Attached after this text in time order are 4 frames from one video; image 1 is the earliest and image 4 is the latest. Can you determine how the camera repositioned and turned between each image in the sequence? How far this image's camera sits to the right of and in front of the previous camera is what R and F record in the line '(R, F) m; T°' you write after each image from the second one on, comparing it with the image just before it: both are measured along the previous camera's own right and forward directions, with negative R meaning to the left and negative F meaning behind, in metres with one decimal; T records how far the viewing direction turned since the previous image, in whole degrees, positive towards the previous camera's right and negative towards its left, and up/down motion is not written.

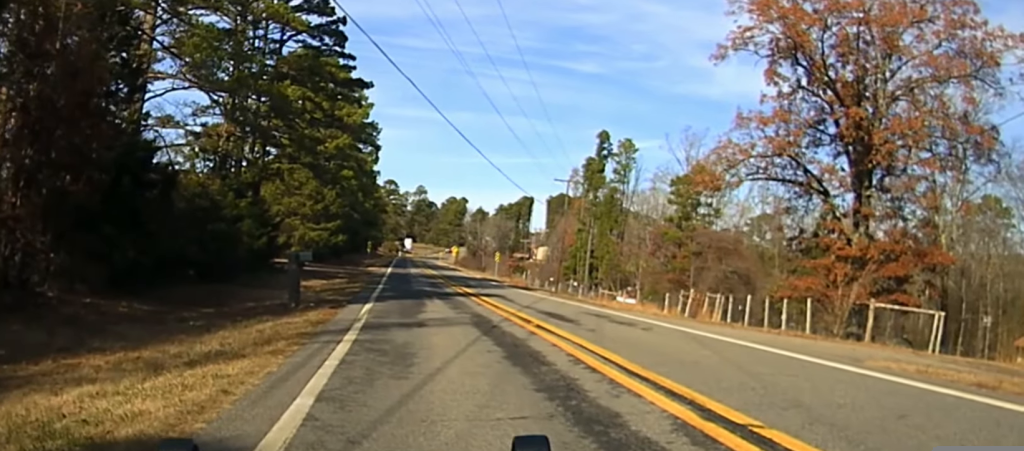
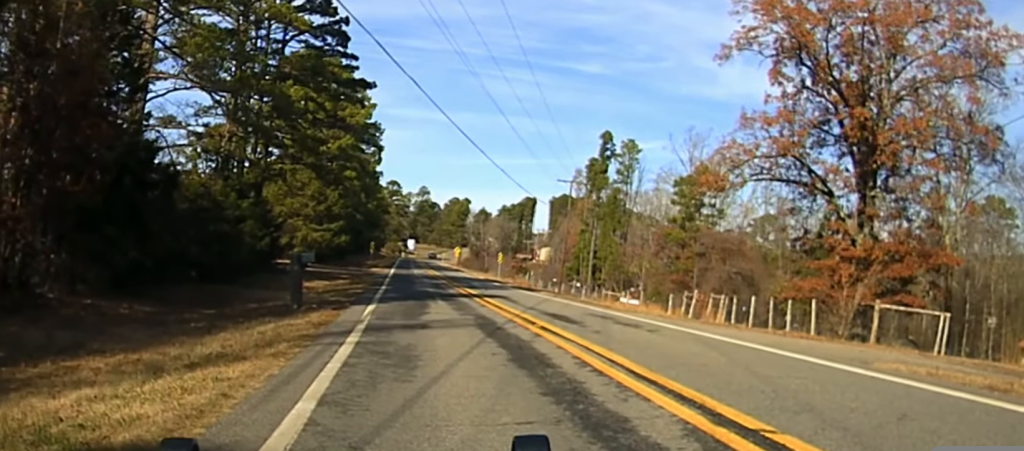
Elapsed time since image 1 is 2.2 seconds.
(+0.1, +4.8) m; +2°
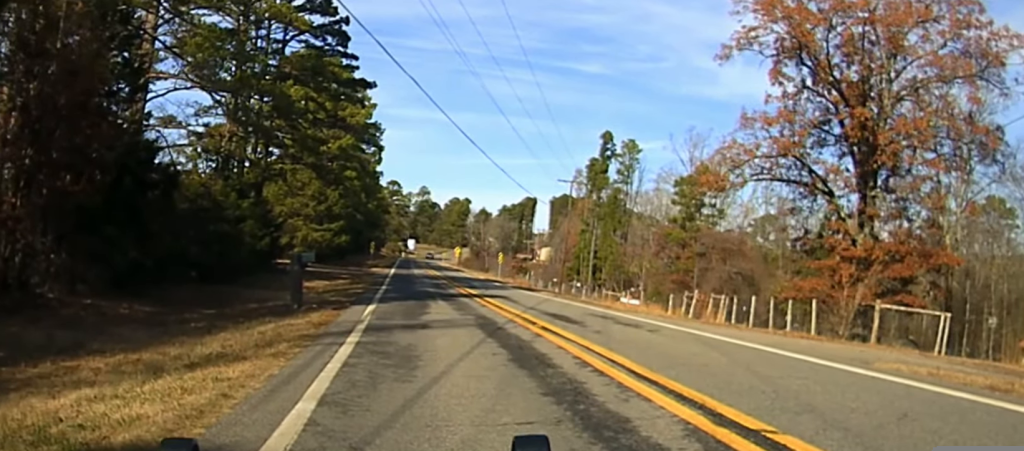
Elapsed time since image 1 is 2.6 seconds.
(0.0, 0.0) m; 0°
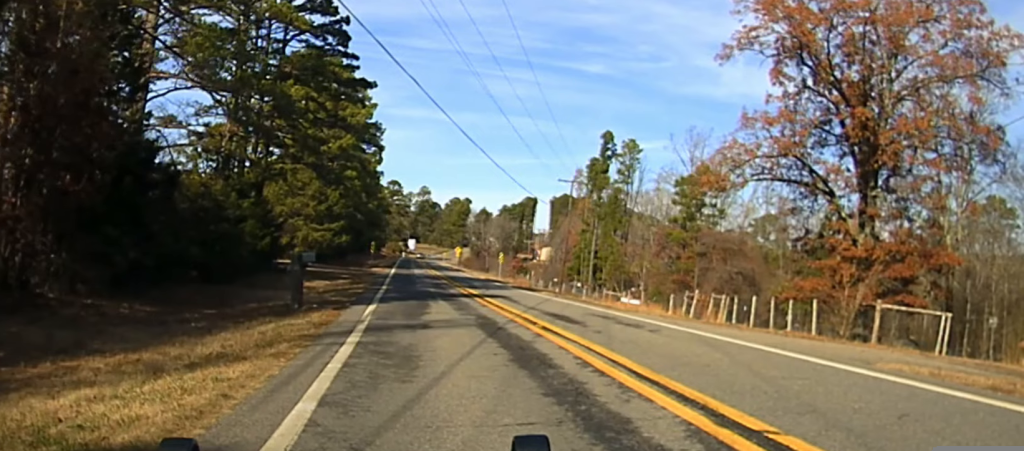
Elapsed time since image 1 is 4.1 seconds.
(0.0, 0.0) m; 0°
